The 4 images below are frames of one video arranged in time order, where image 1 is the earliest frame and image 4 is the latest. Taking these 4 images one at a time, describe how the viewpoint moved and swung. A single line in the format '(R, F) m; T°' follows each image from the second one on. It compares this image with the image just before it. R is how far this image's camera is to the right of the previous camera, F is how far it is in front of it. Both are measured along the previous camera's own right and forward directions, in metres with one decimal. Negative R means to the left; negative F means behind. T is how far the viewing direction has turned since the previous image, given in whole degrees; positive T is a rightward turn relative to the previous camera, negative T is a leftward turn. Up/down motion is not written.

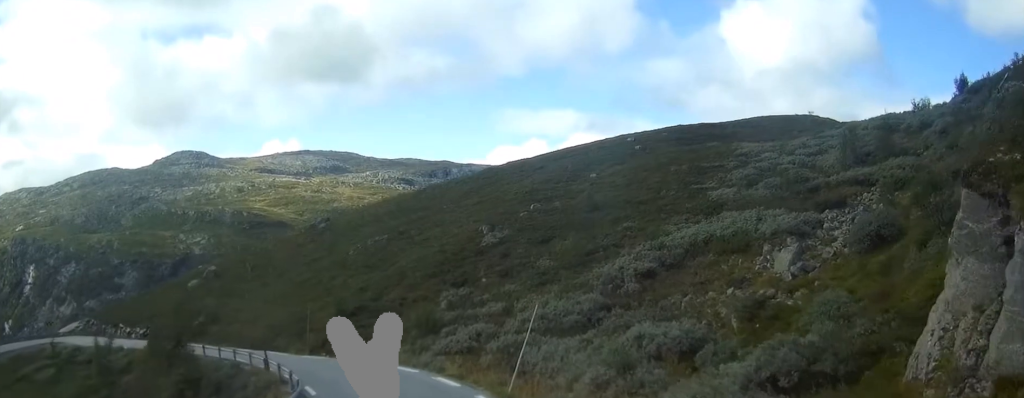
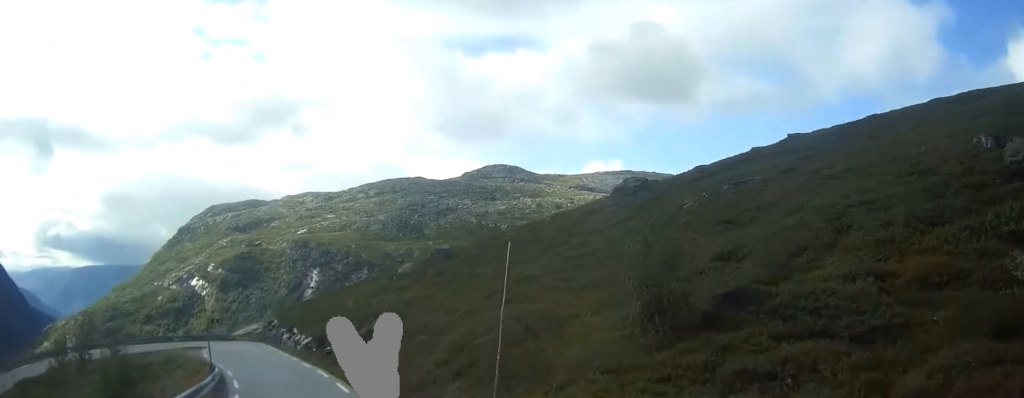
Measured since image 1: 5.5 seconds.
(-7.3, +34.8) m; -27°
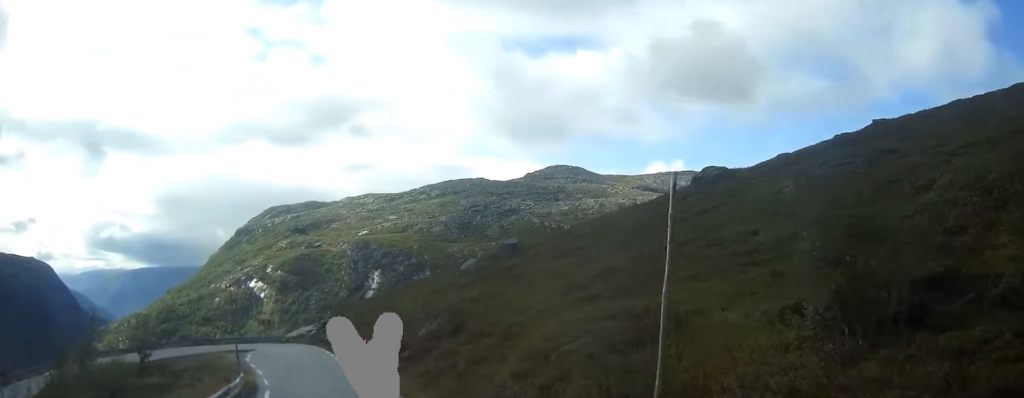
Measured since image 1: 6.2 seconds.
(-0.2, +4.2) m; -6°
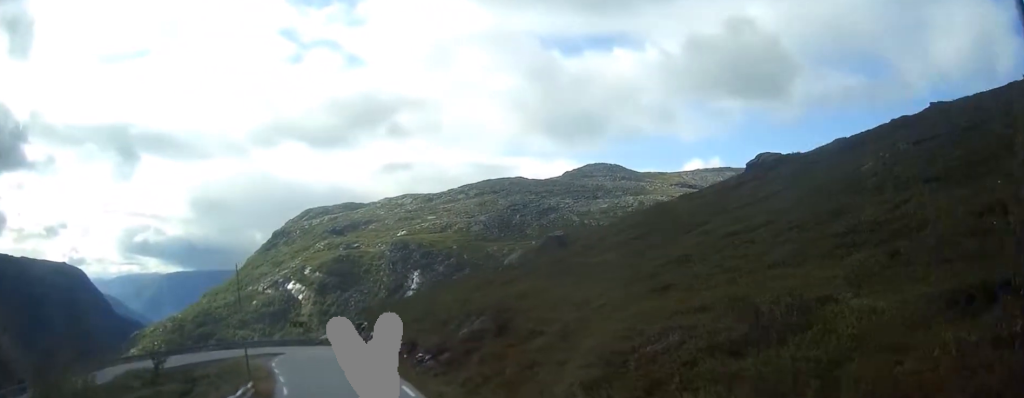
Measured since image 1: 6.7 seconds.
(0.0, +3.4) m; -6°
